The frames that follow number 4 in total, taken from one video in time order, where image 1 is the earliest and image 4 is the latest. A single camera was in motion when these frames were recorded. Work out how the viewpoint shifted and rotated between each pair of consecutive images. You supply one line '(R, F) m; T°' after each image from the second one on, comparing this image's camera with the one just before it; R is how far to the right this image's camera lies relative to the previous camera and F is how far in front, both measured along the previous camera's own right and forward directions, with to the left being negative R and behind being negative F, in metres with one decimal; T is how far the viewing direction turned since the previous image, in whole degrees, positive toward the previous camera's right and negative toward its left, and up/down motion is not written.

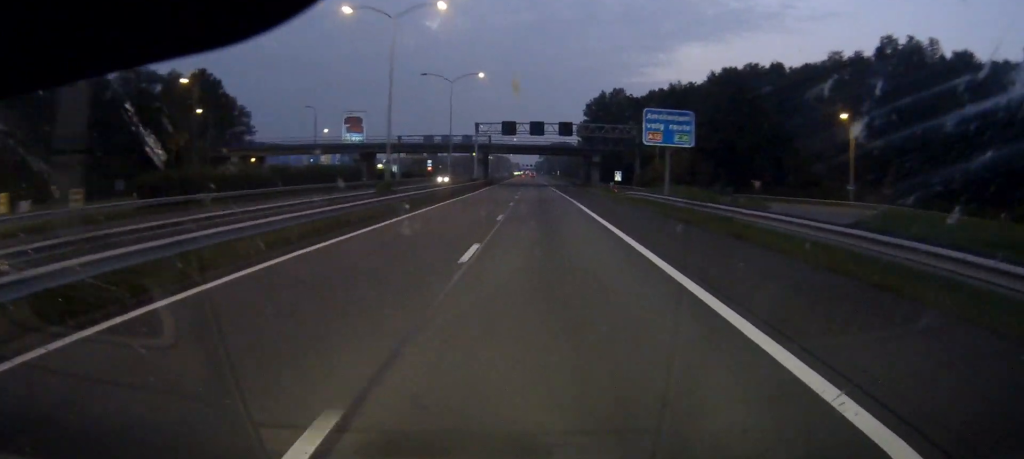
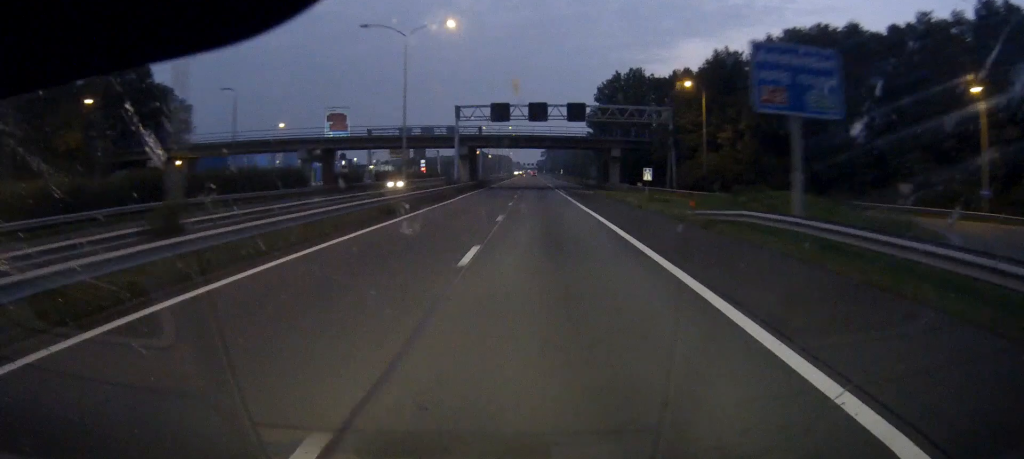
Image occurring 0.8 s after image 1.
(0.0, +24.9) m; 0°
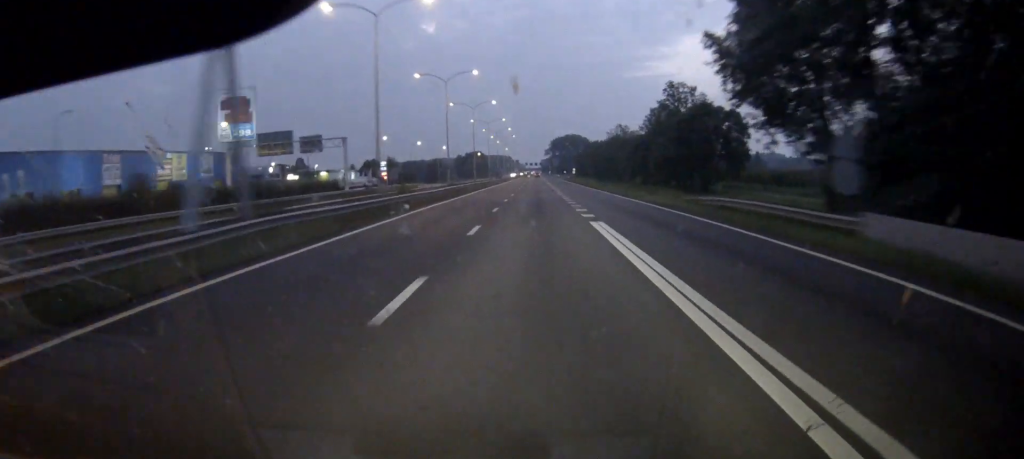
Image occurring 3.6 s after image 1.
(-0.1, +89.1) m; 0°
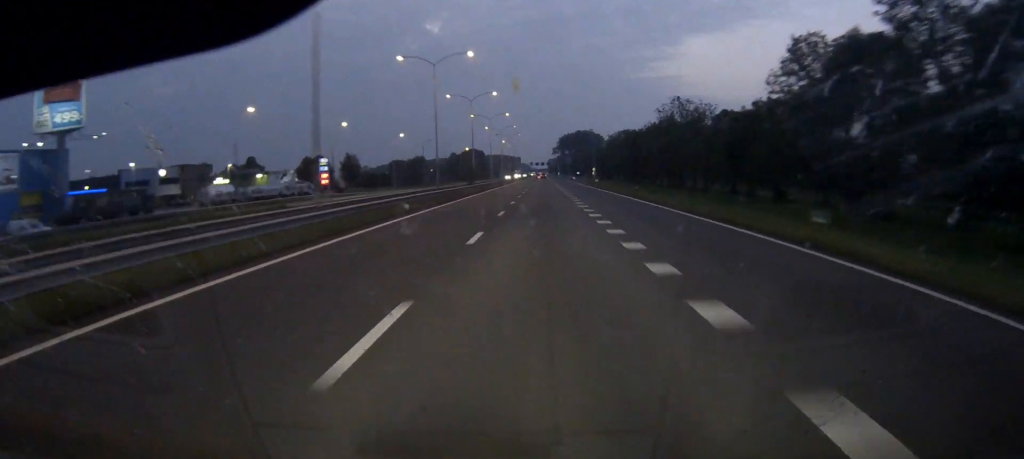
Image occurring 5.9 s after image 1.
(-0.3, +72.1) m; 0°
